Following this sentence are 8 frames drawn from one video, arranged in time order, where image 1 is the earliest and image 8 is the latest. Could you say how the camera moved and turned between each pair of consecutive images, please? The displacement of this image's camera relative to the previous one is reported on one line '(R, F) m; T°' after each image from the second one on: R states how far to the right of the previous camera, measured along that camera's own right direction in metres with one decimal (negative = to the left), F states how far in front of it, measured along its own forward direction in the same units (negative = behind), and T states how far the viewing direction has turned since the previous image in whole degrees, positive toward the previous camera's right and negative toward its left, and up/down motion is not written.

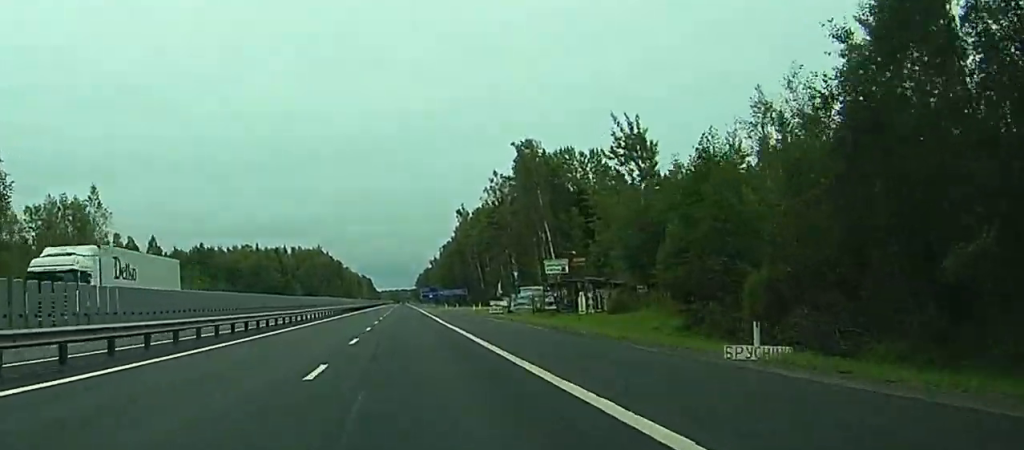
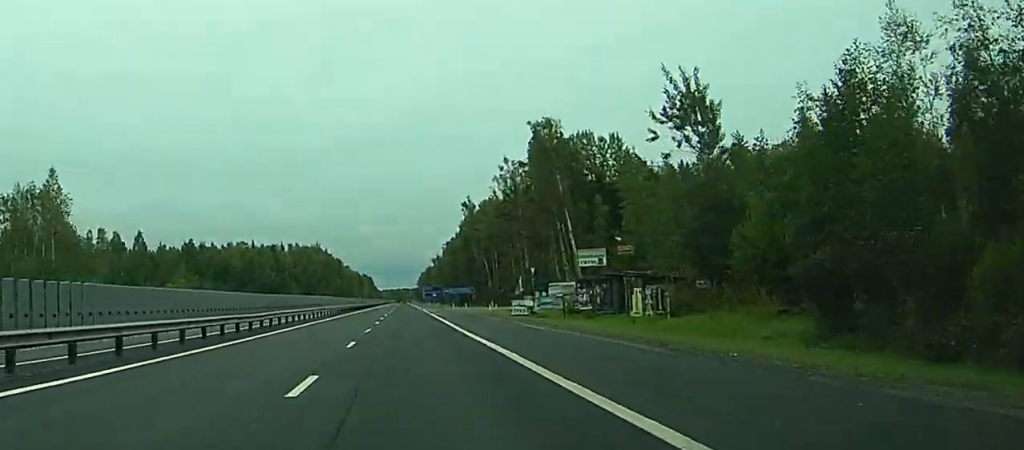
(0.0, +14.6) m; 0°
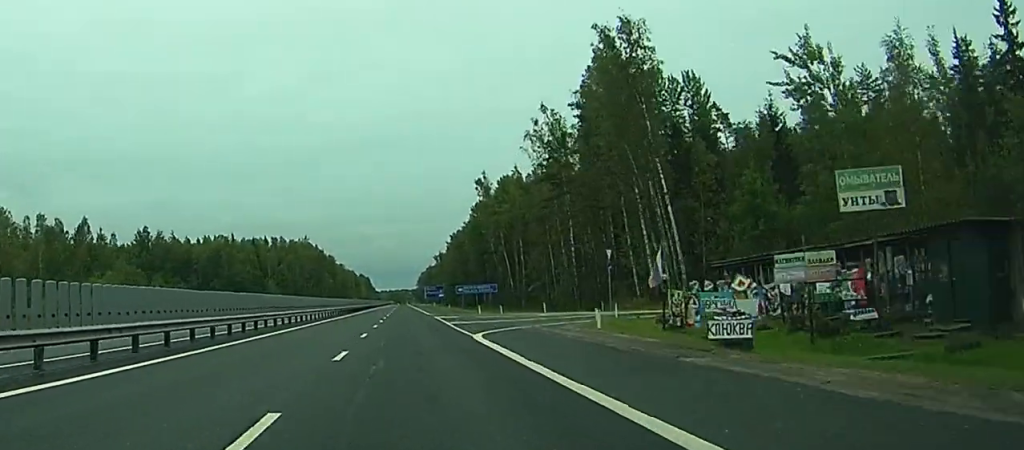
(0.0, +40.9) m; 0°
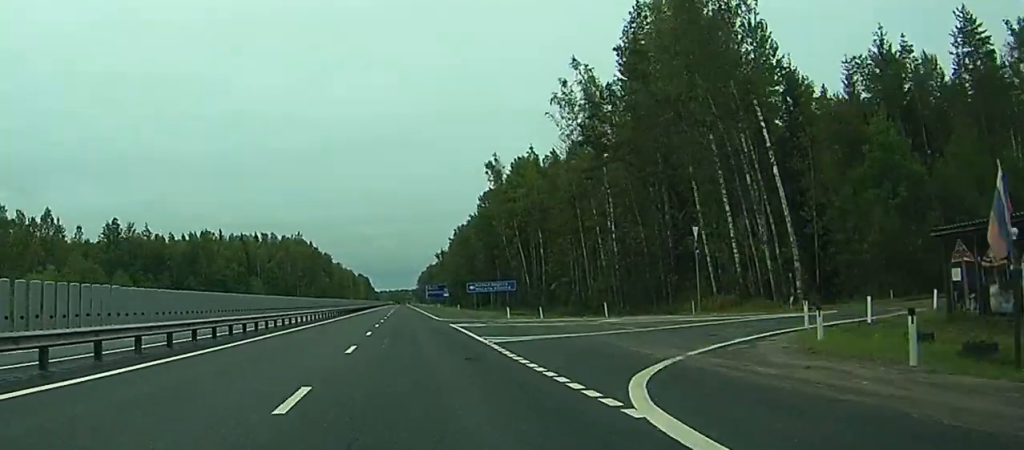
(0.0, +20.8) m; 0°
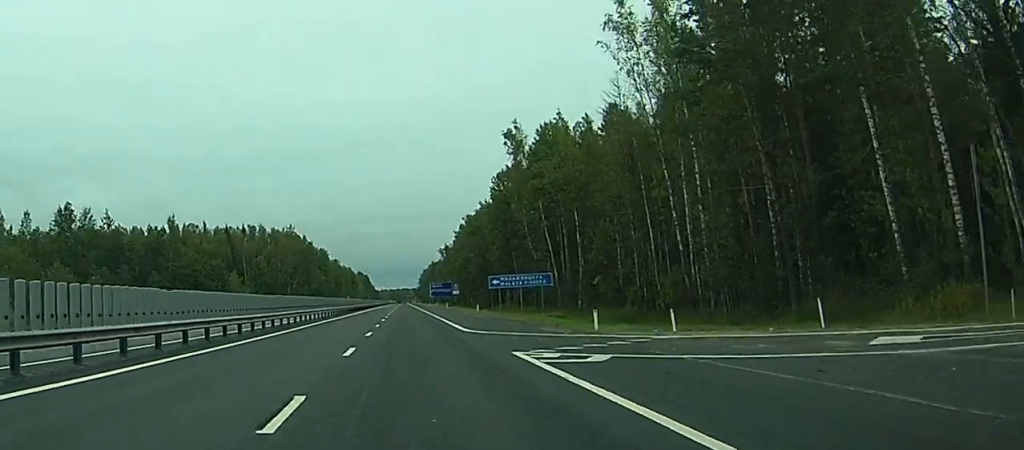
(0.0, +25.3) m; 0°
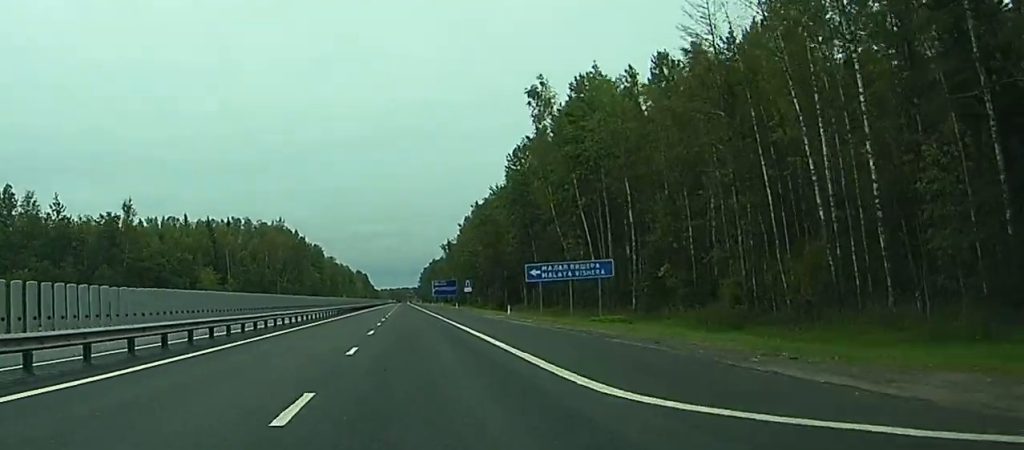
(0.0, +23.4) m; 0°
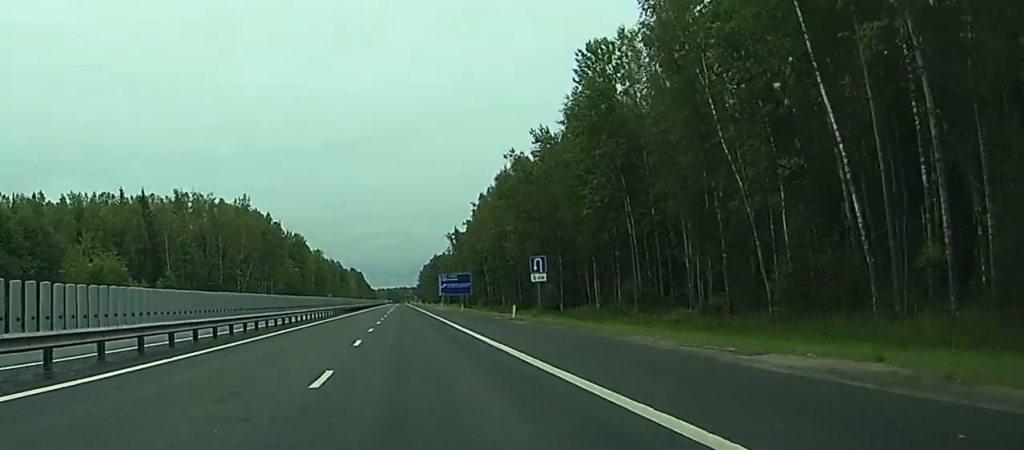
(-0.4, +55.7) m; 0°
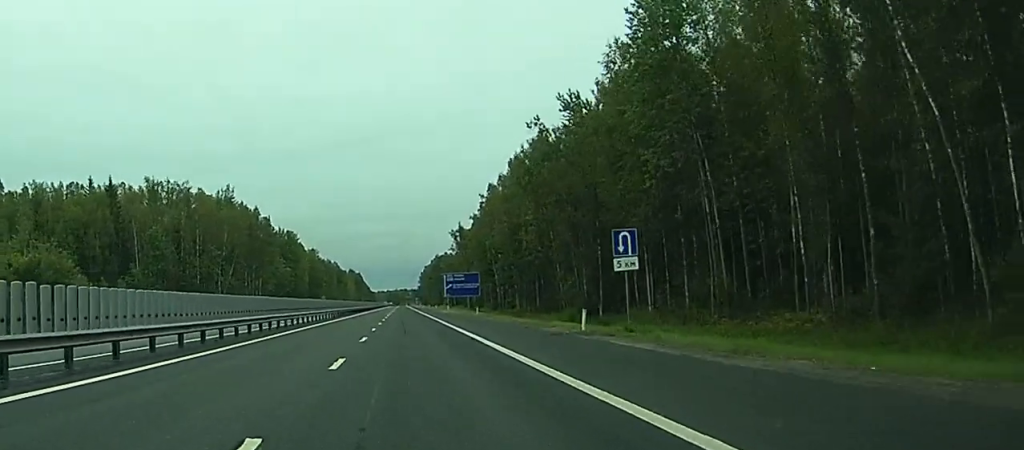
(+0.1, +19.7) m; 0°
